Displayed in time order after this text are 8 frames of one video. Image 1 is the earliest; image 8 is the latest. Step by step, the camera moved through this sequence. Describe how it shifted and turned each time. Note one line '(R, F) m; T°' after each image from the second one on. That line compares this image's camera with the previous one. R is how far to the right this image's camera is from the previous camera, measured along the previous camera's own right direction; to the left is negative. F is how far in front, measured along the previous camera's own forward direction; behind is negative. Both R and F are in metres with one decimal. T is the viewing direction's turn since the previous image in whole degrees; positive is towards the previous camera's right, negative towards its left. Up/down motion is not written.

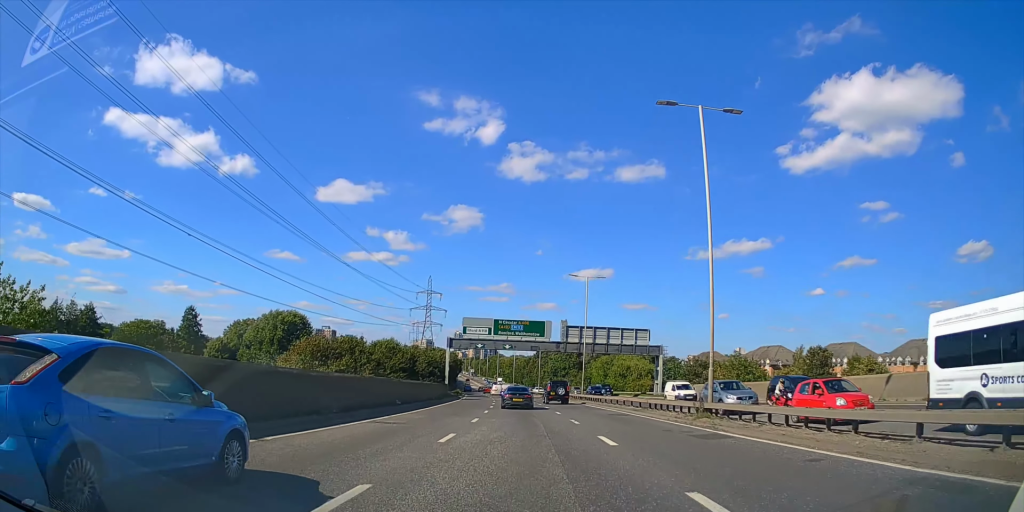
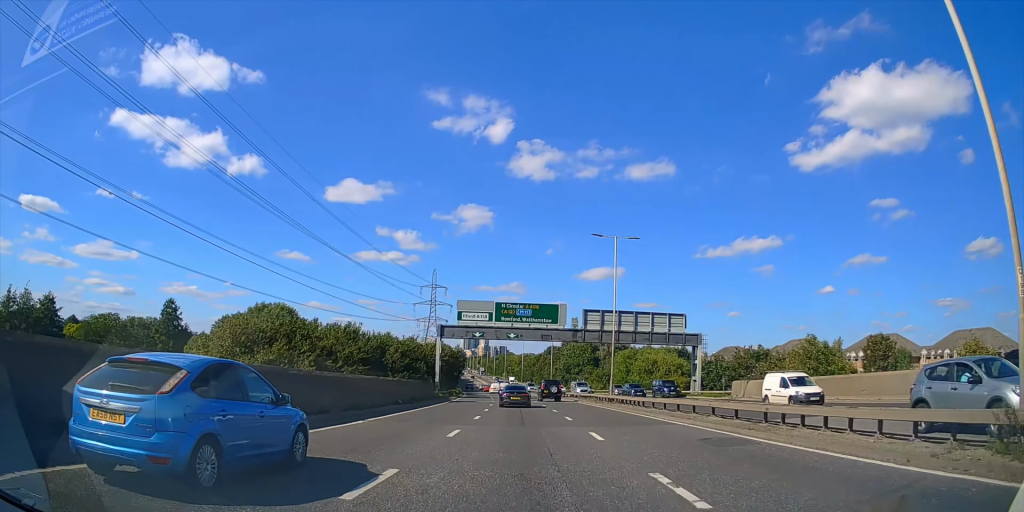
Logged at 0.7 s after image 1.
(-0.1, +14.2) m; -1°
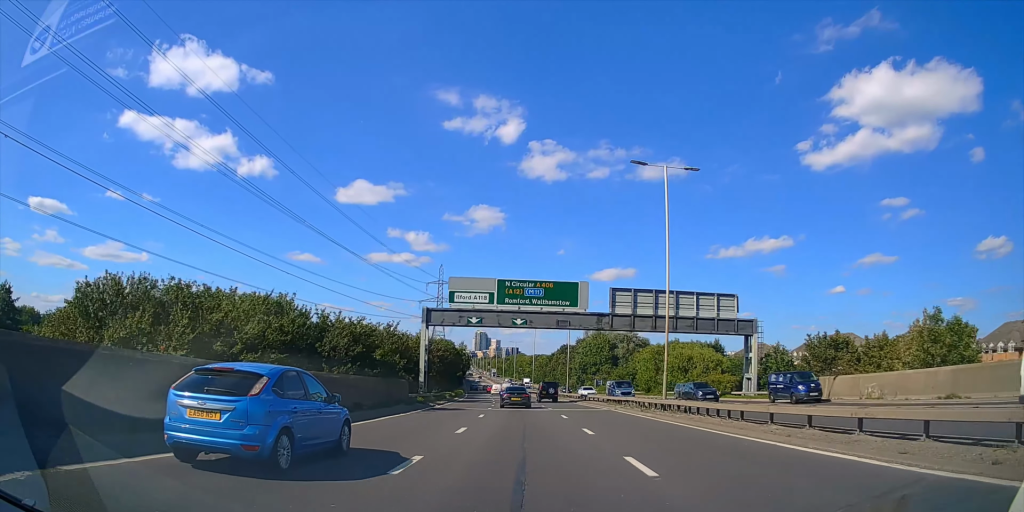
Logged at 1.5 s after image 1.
(-0.1, +13.6) m; -1°
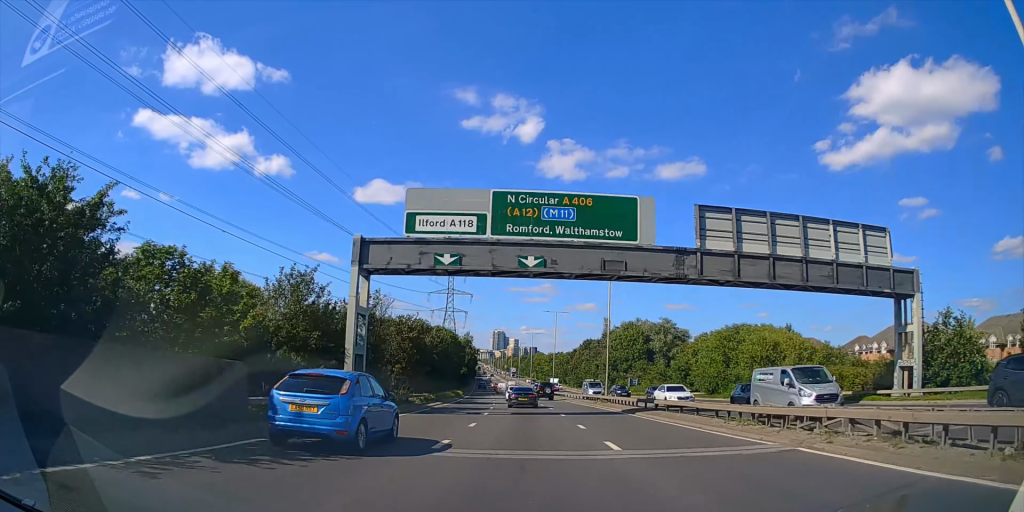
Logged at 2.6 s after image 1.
(-0.3, +21.7) m; -1°
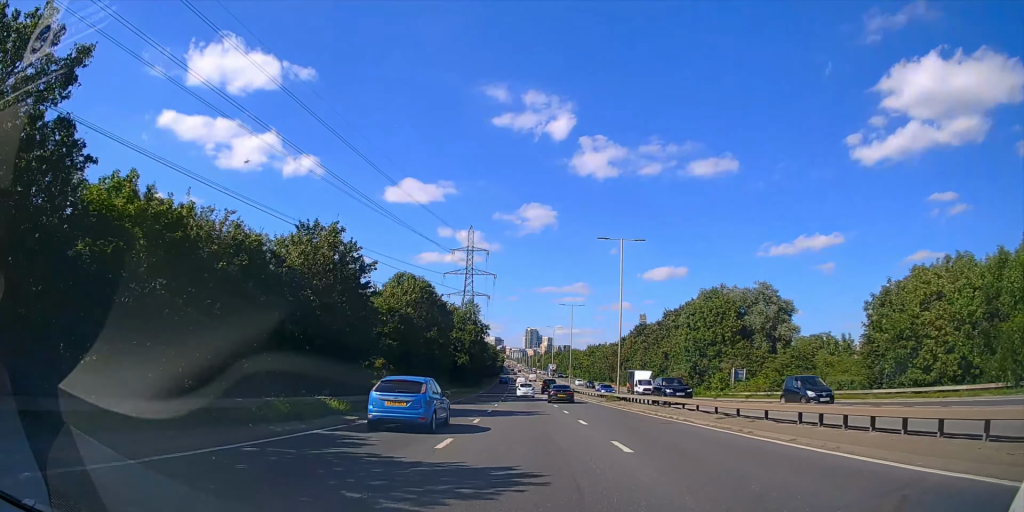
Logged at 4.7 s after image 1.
(-1.1, +39.1) m; -3°
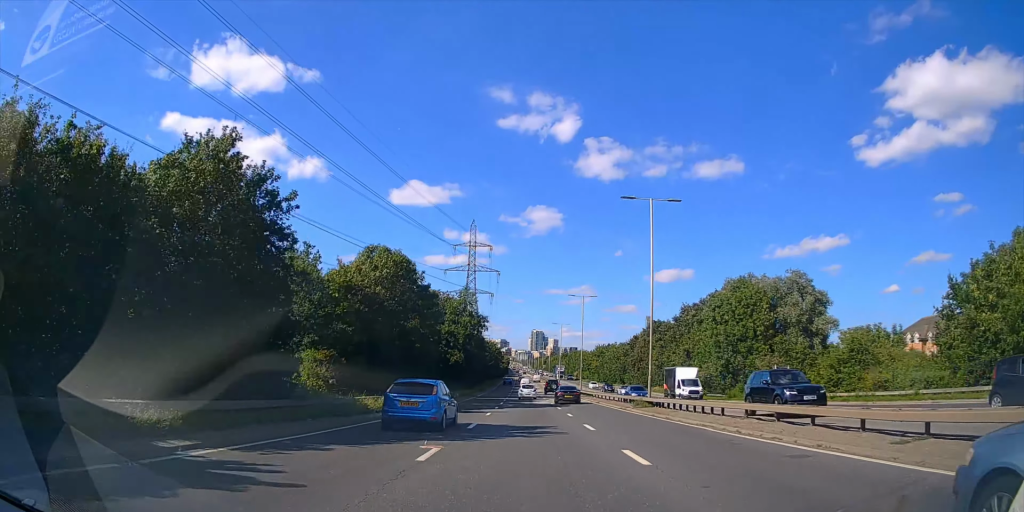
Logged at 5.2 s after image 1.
(-0.1, +10.0) m; -1°
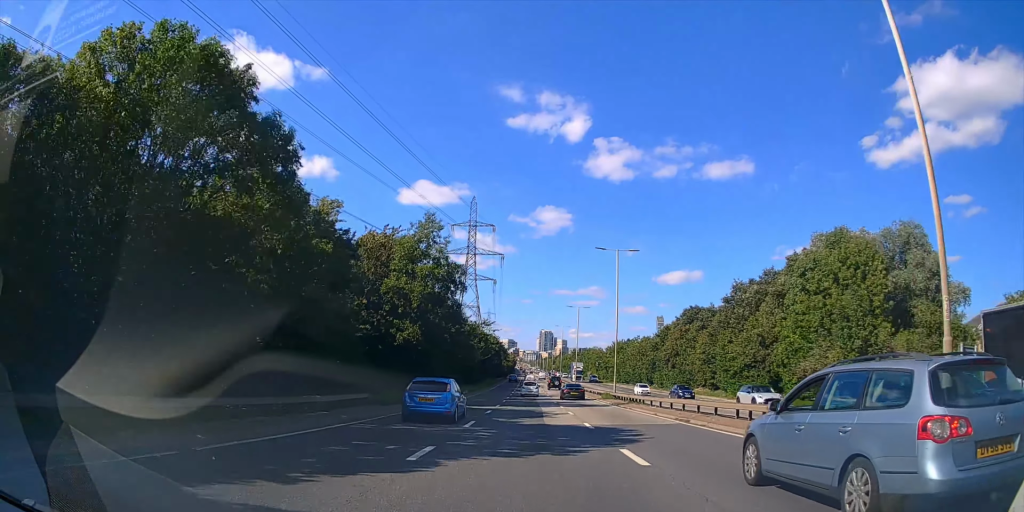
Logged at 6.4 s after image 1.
(-0.1, +25.3) m; -1°
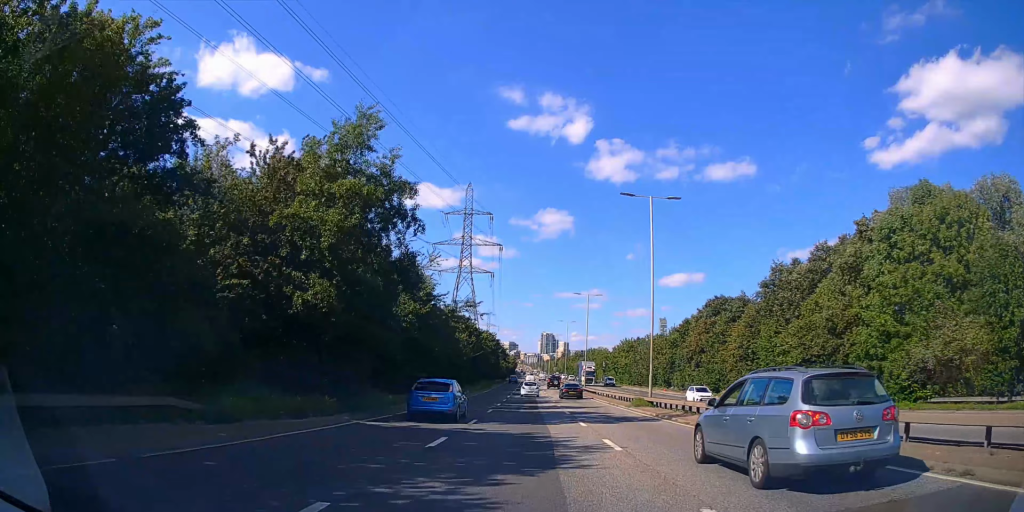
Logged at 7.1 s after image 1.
(-0.1, +13.9) m; 0°
